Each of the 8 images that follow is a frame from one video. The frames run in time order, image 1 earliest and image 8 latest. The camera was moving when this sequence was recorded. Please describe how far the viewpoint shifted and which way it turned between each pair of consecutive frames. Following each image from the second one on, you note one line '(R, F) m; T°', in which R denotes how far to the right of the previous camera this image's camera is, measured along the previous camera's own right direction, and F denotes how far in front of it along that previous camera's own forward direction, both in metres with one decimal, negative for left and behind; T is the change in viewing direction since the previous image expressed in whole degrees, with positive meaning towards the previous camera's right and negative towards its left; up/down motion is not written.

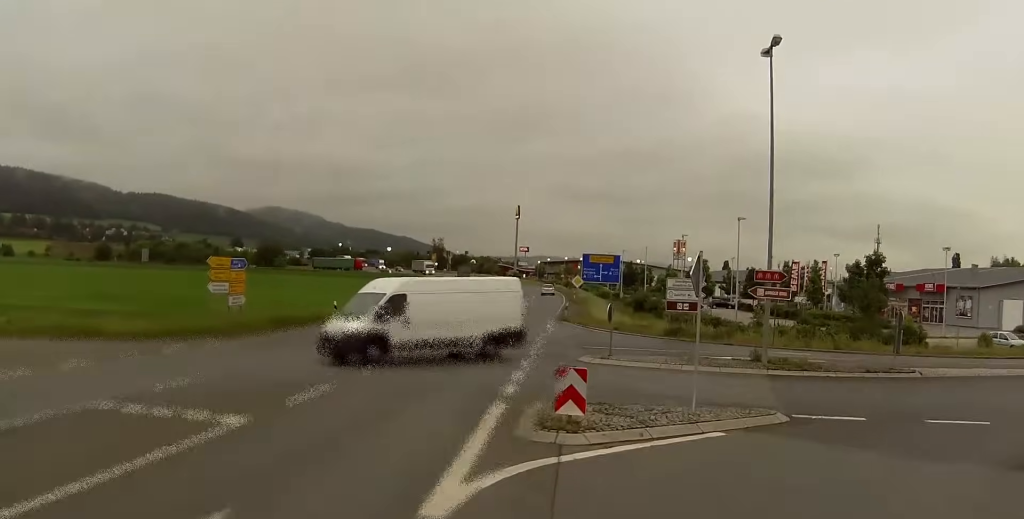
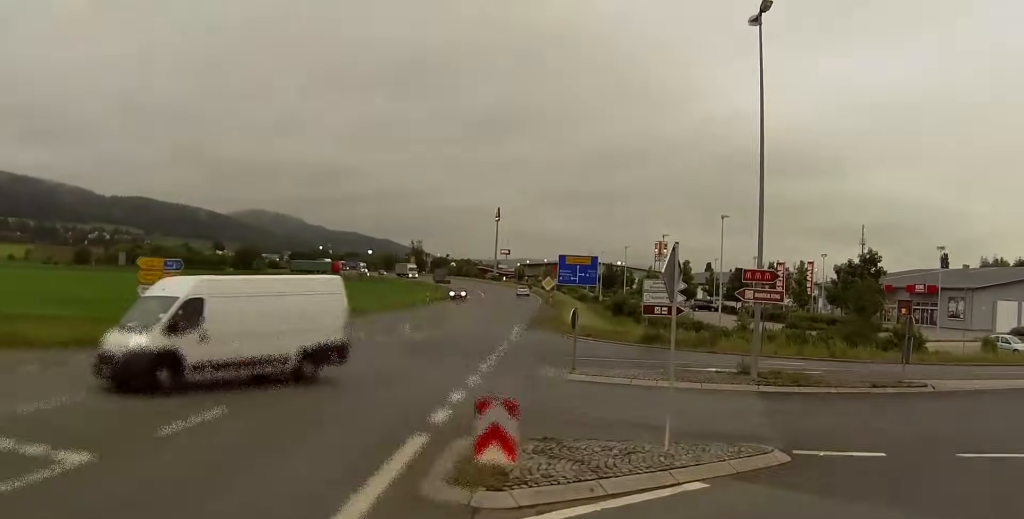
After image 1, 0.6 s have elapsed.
(+0.1, +3.0) m; +2°
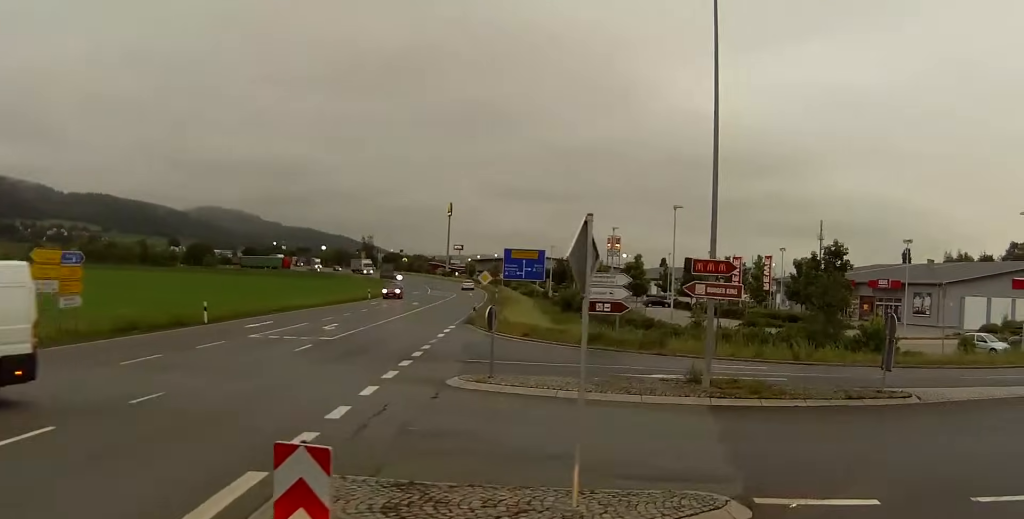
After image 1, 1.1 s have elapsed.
(+0.1, +2.9) m; +2°
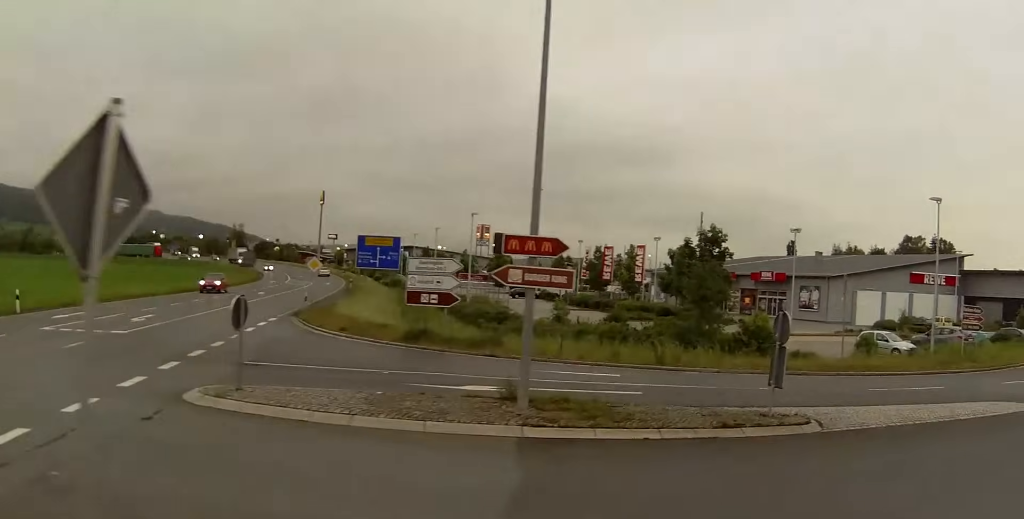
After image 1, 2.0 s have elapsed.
(0.0, +4.1) m; +3°
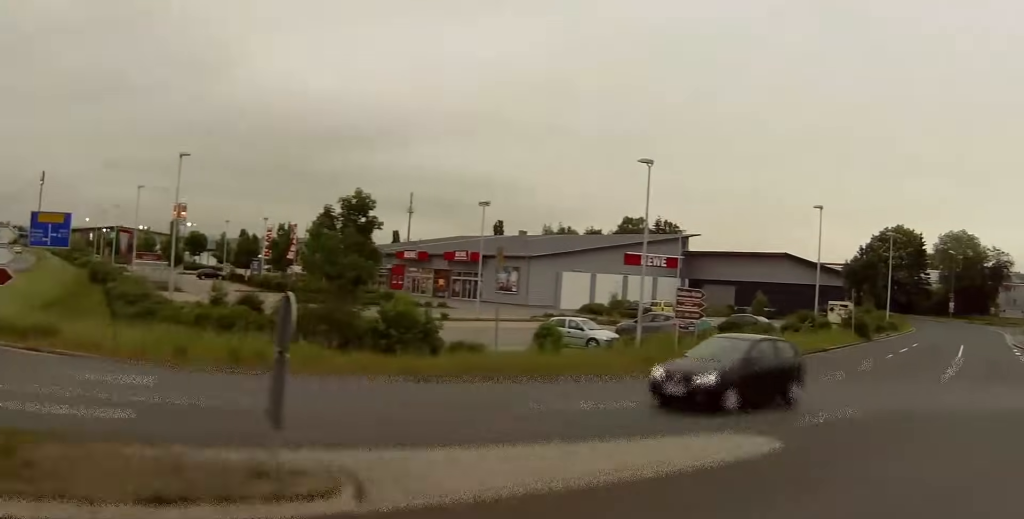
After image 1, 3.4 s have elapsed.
(+1.0, +6.2) m; +22°
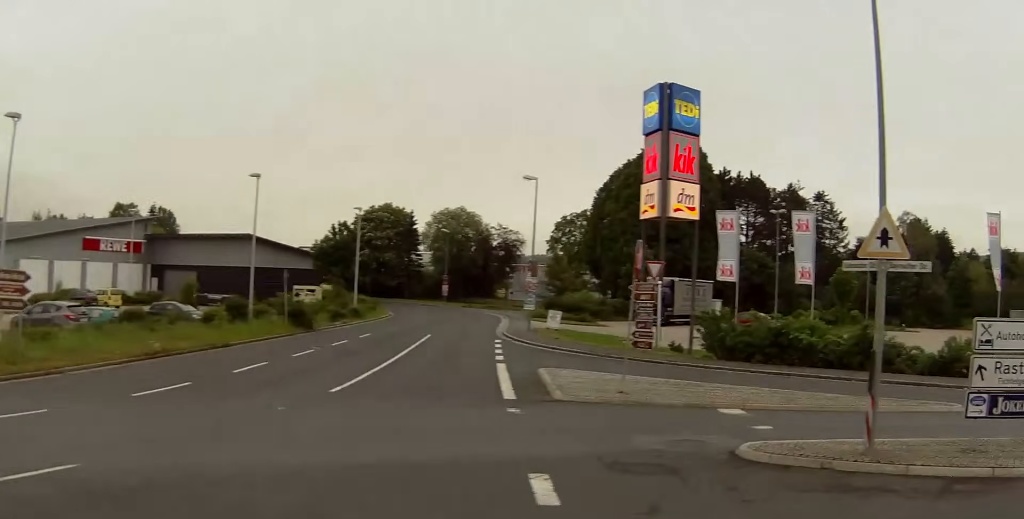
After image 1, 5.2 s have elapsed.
(+2.3, +9.1) m; +34°
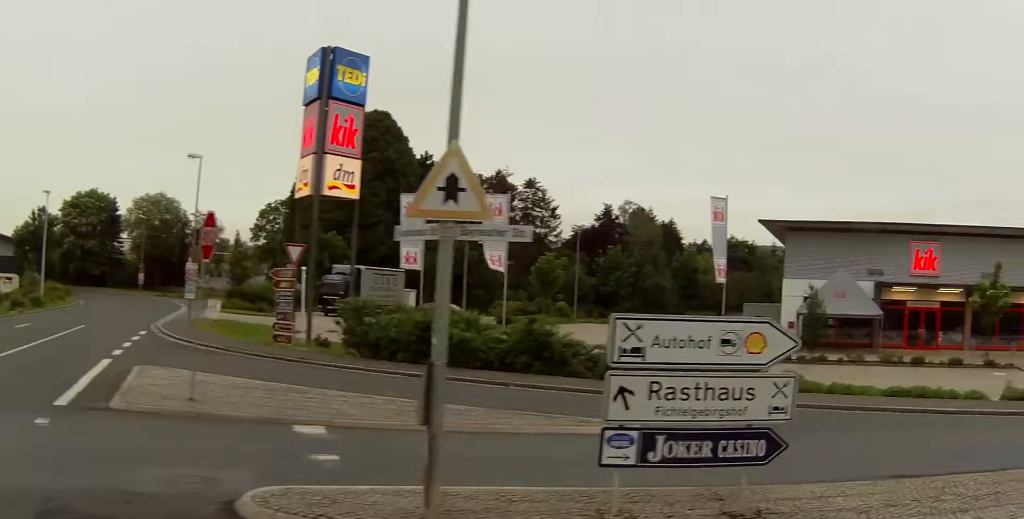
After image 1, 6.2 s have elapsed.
(+1.2, +4.9) m; +30°
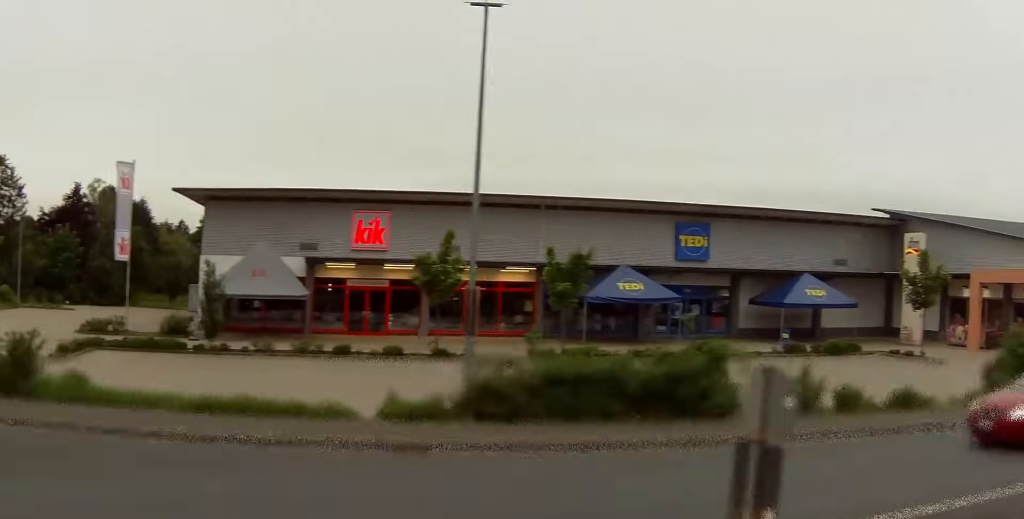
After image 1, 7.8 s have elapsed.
(+2.3, +8.2) m; +28°
